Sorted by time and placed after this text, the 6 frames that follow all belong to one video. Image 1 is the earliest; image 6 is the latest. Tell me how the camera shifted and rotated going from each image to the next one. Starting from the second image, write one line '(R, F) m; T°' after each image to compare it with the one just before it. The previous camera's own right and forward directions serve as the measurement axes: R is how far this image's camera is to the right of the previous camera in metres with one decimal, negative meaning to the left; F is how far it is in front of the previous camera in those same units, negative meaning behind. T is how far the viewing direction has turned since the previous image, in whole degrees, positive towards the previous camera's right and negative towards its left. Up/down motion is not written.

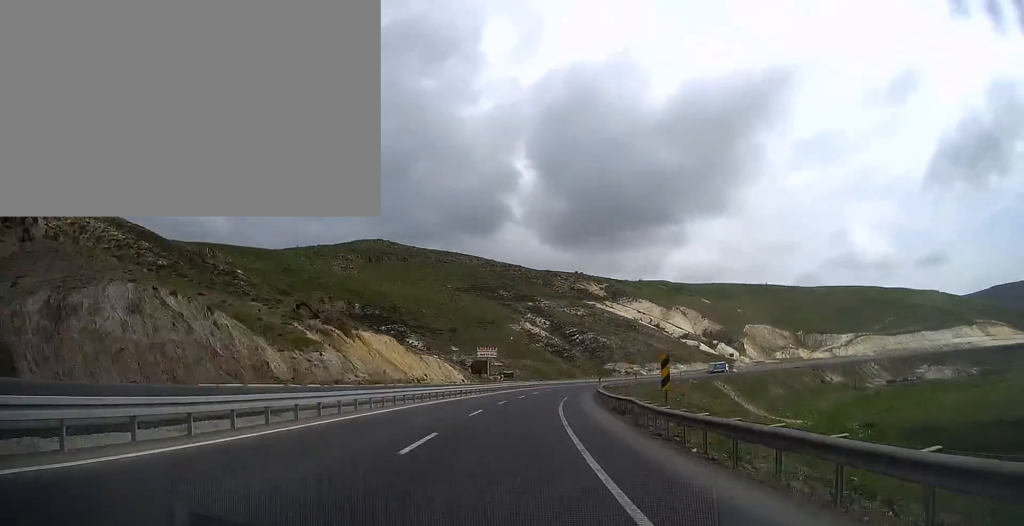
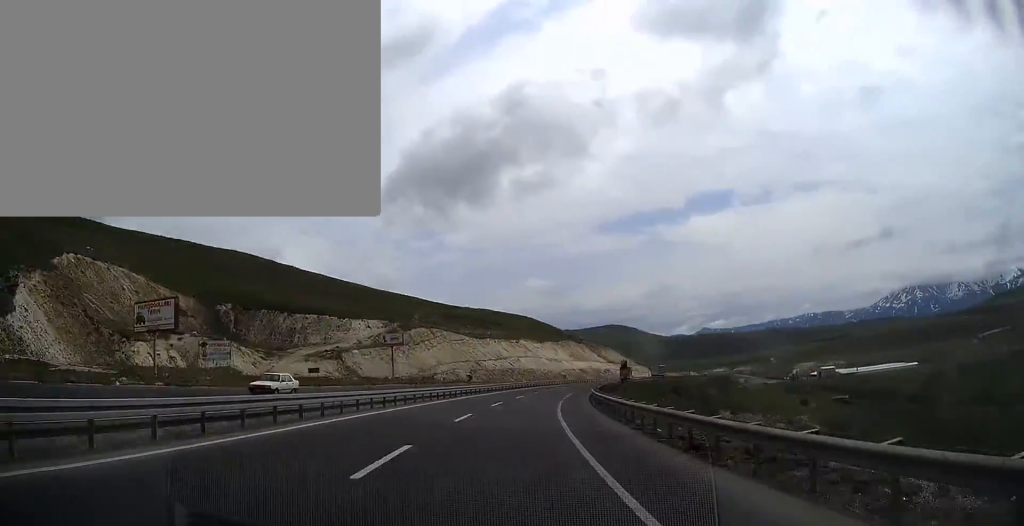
(+141.5, +271.0) m; +52°
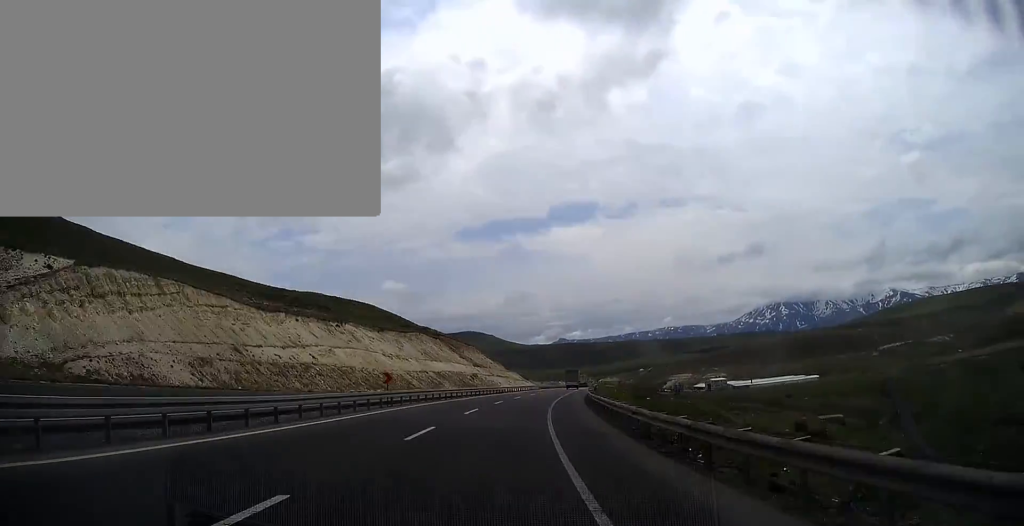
(+6.3, +81.9) m; +11°
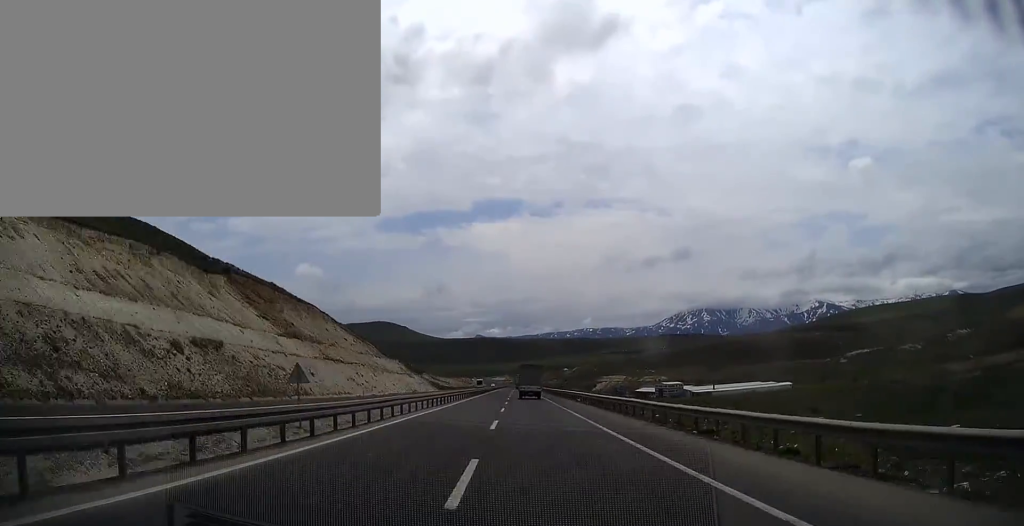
(+14.9, +130.3) m; +6°
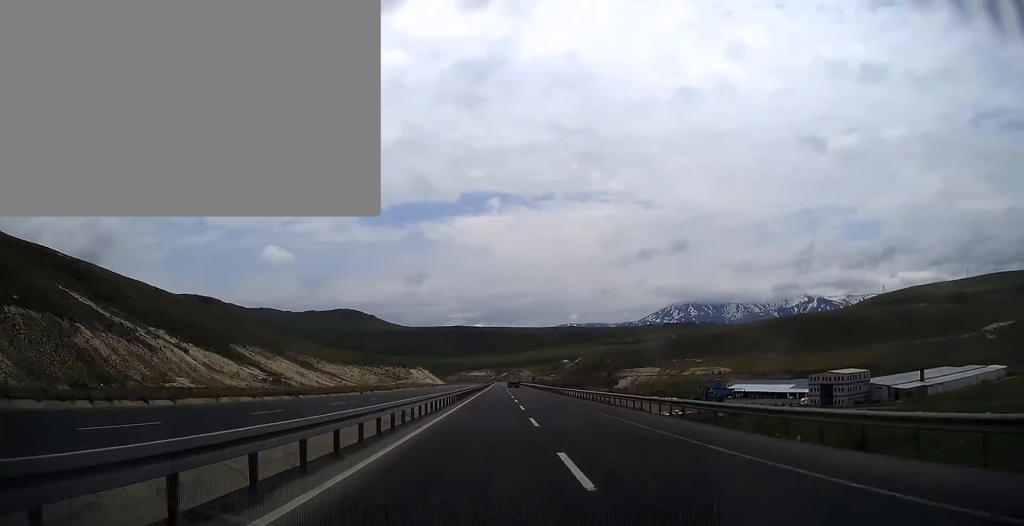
(+5.5, +284.8) m; +1°
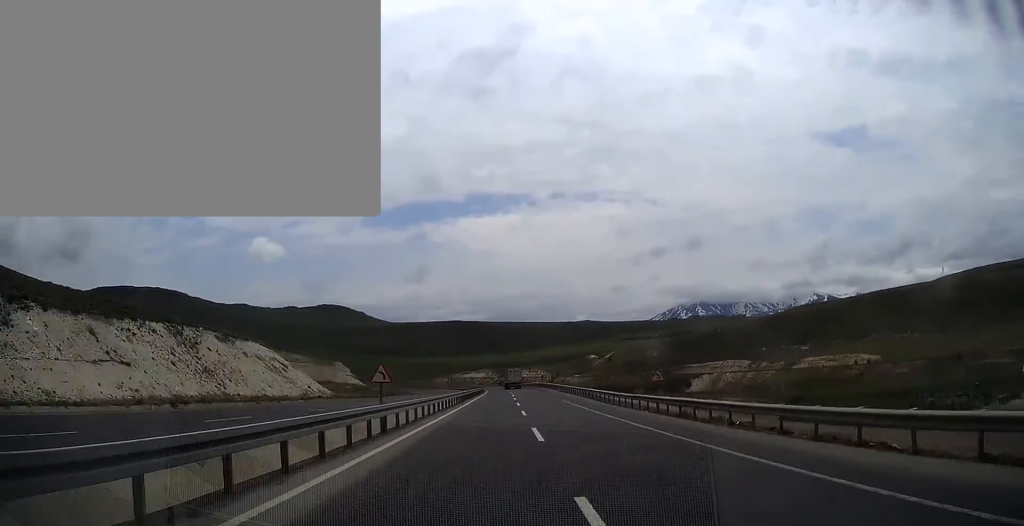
(-1.8, +220.6) m; -3°
